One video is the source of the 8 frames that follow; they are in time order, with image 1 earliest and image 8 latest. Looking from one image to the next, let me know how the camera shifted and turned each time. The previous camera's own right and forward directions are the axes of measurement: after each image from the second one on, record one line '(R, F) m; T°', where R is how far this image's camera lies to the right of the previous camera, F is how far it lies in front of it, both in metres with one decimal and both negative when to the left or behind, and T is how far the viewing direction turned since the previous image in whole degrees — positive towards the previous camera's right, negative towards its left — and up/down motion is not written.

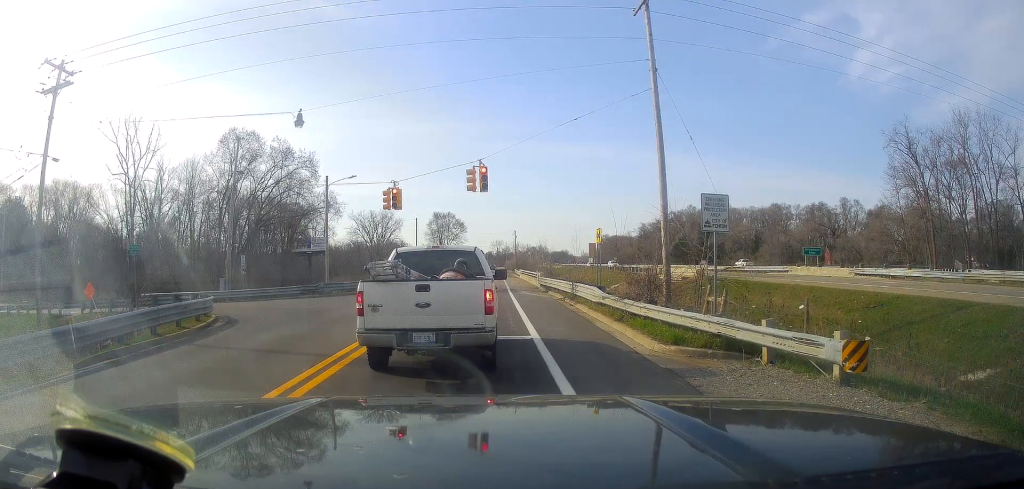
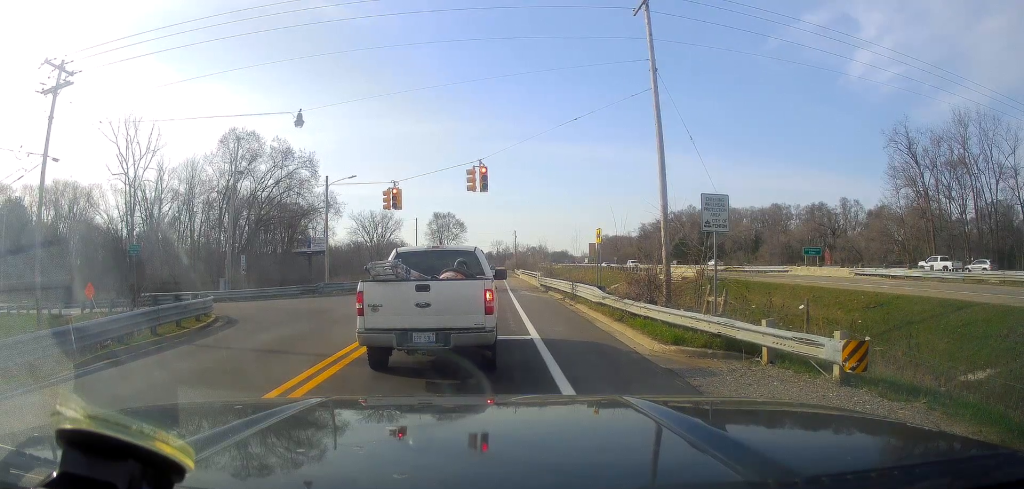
(0.0, 0.0) m; 0°
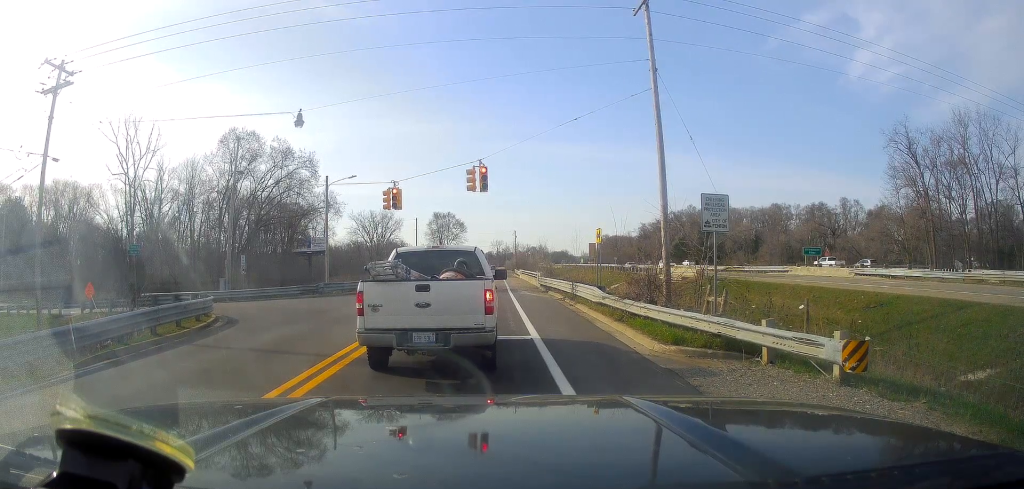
(0.0, +0.2) m; 0°
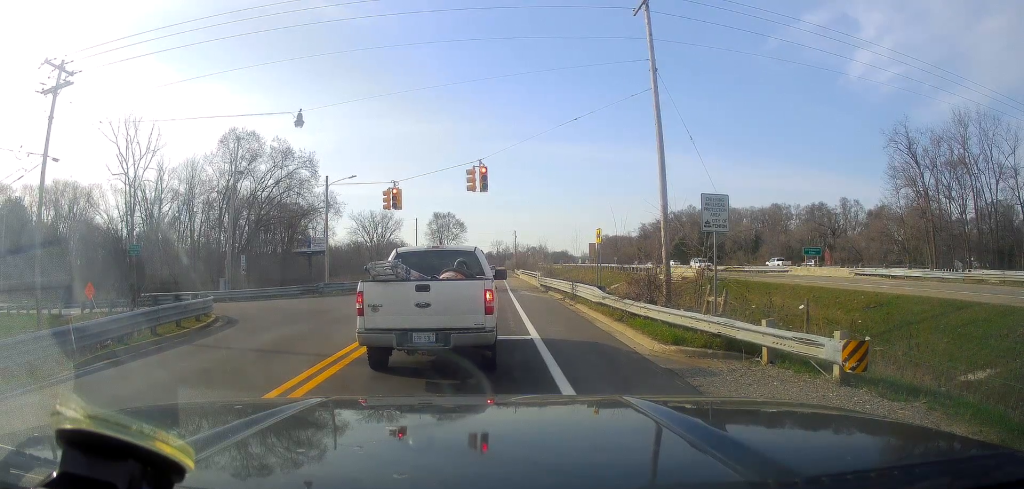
(0.0, 0.0) m; 0°
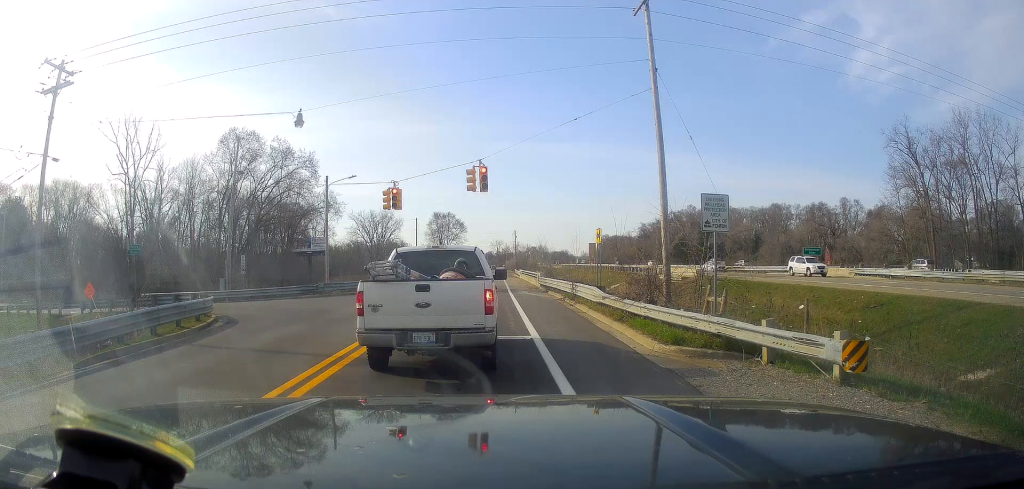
(0.0, 0.0) m; 0°
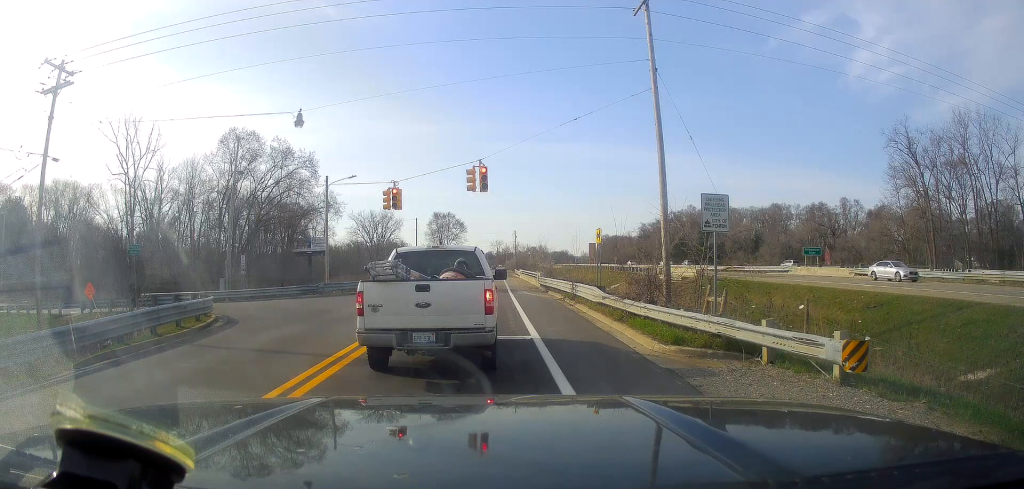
(0.0, 0.0) m; 0°
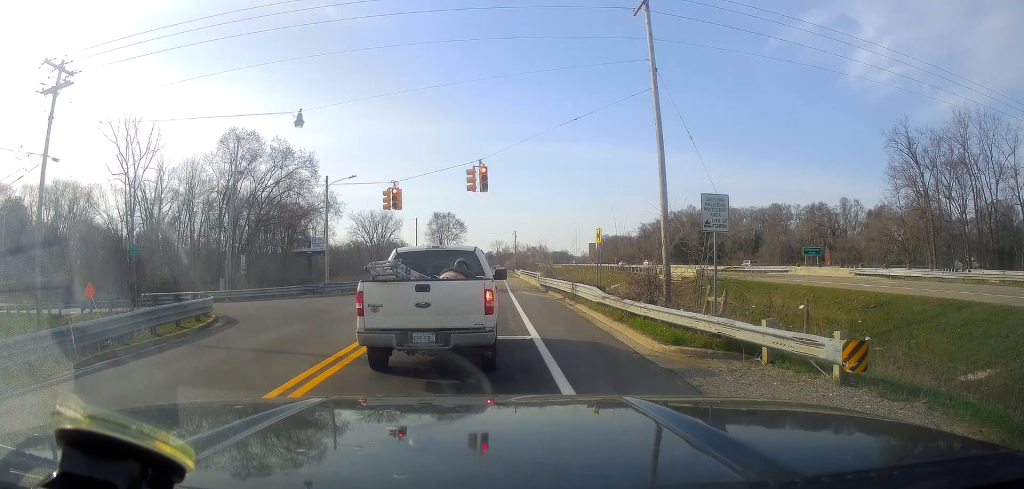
(0.0, 0.0) m; 0°
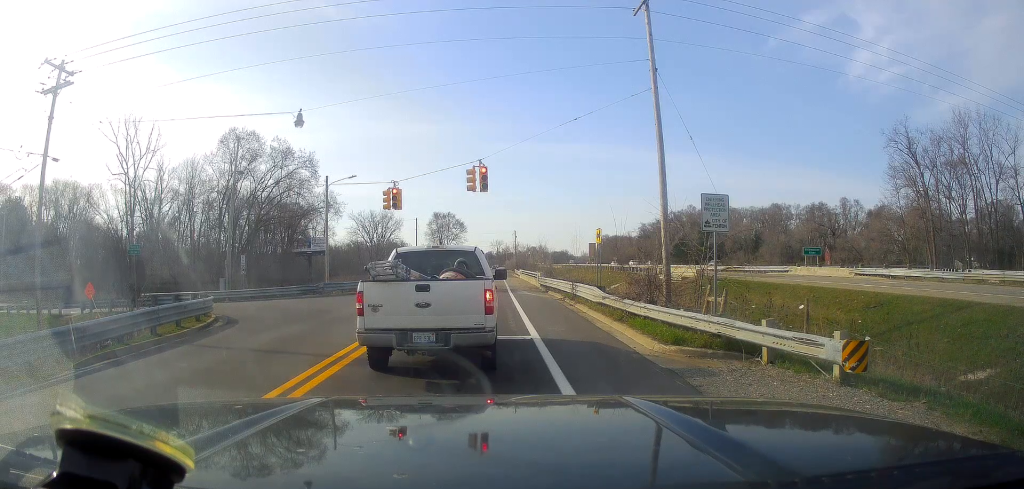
(0.0, 0.0) m; 0°
